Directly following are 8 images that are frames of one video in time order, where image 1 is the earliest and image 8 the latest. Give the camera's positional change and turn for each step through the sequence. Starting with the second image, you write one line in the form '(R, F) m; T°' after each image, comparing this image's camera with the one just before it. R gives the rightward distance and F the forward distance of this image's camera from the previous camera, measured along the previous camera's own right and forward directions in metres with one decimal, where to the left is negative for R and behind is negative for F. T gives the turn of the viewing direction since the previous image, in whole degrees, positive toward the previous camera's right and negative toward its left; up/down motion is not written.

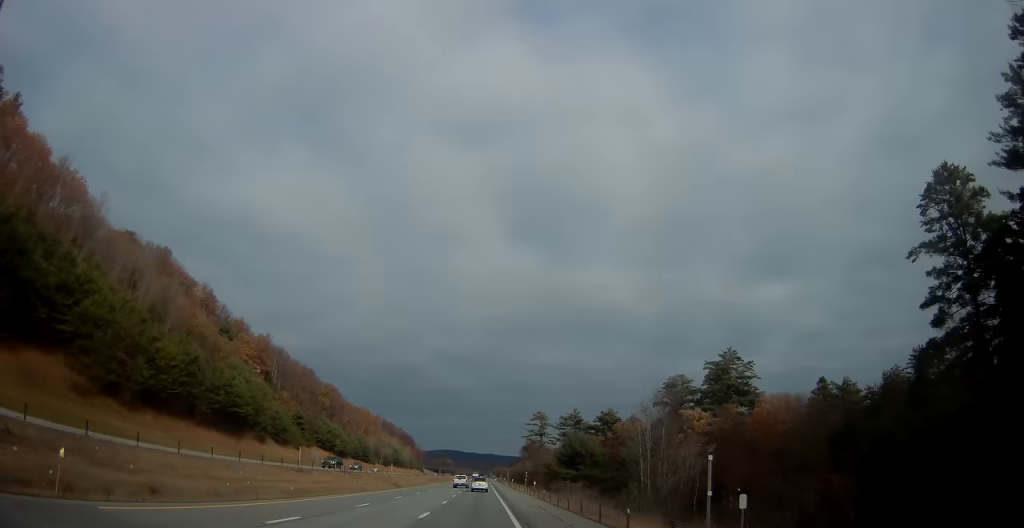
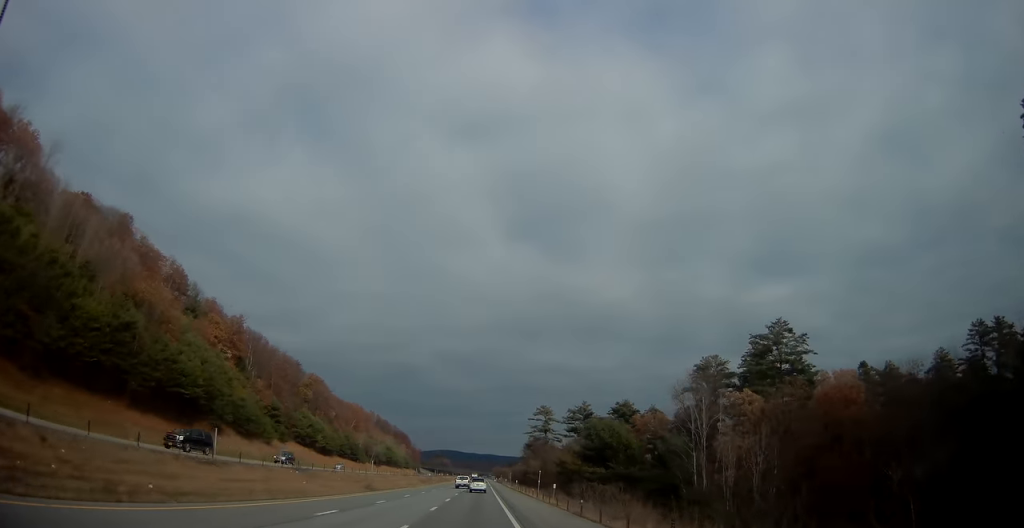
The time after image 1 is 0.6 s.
(0.0, +19.2) m; 0°
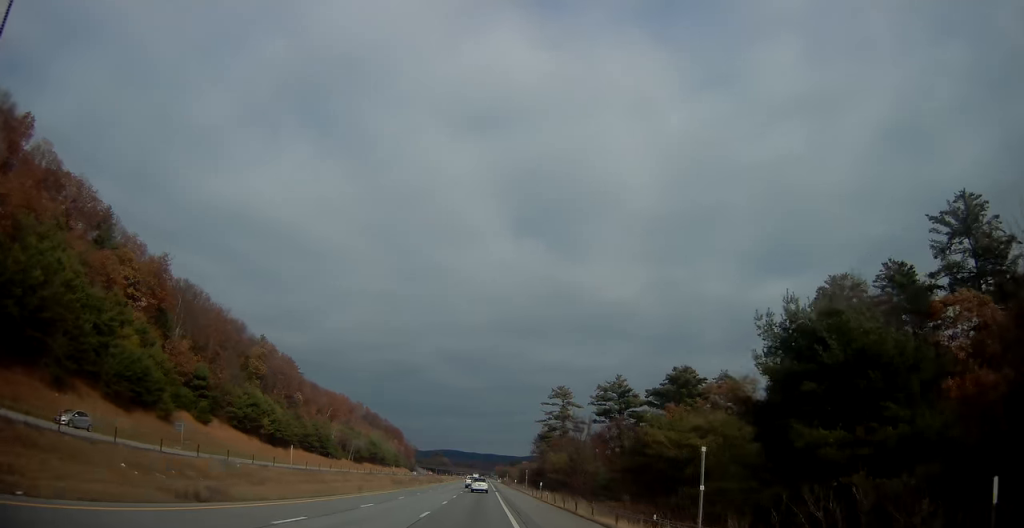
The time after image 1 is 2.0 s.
(0.0, +41.4) m; 0°
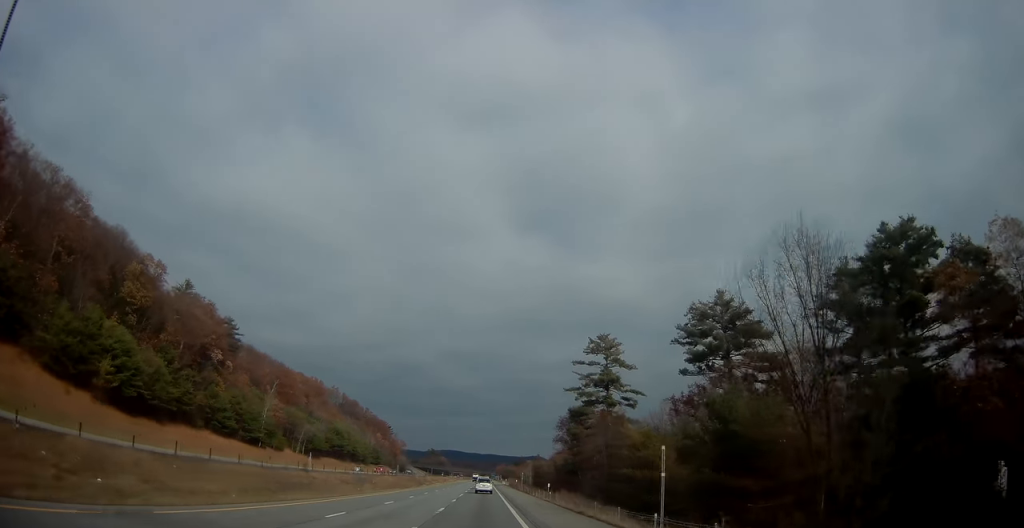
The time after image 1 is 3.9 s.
(0.0, +56.6) m; 0°
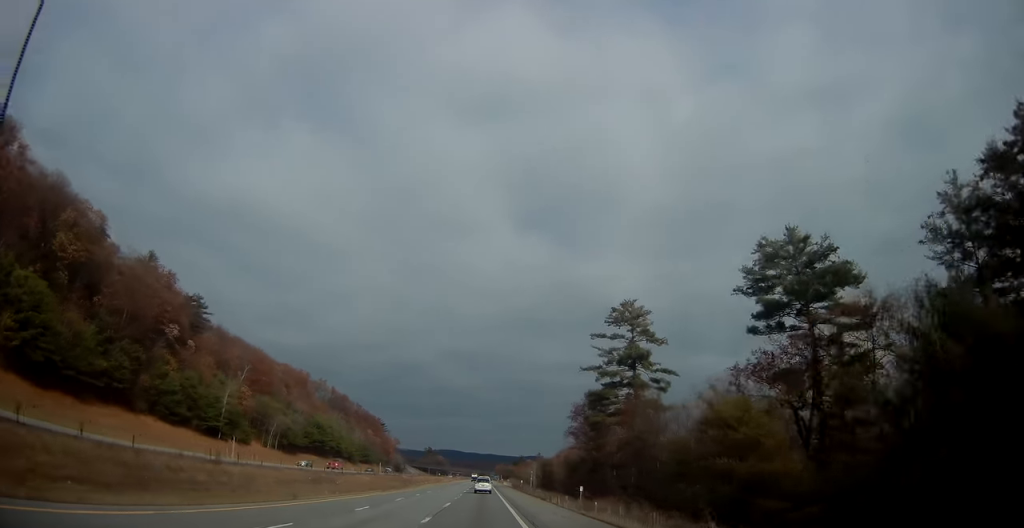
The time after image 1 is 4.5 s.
(0.0, +19.2) m; 0°
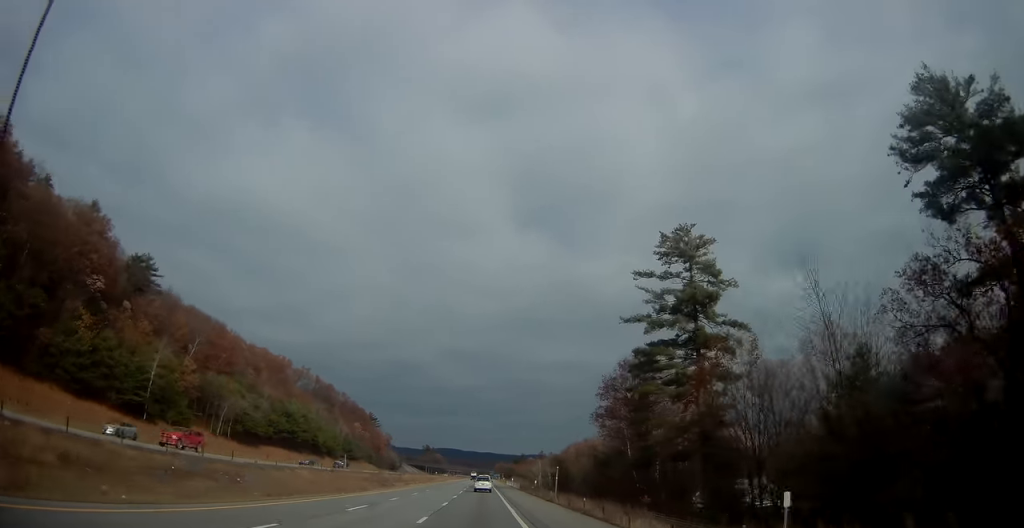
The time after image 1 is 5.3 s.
(0.0, +25.2) m; 0°
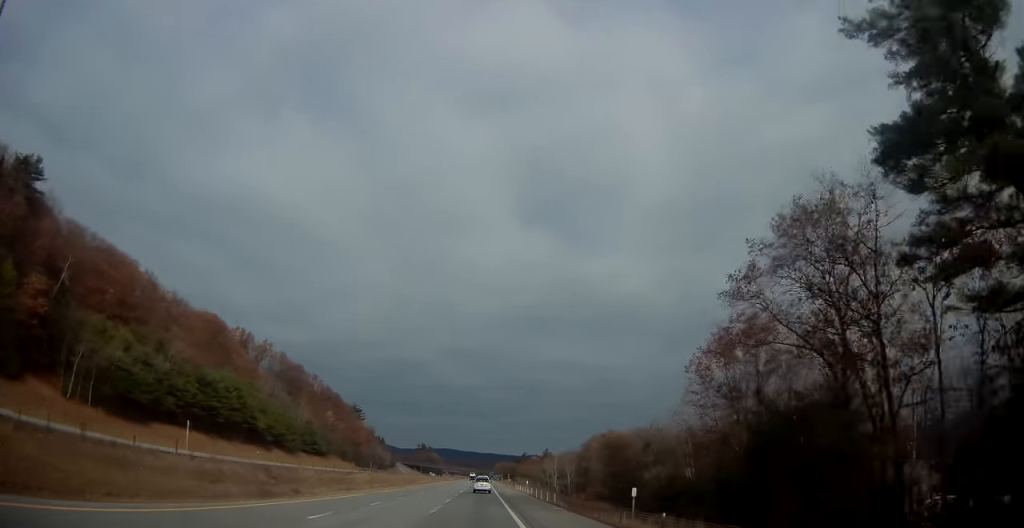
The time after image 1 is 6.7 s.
(0.0, +42.4) m; 0°
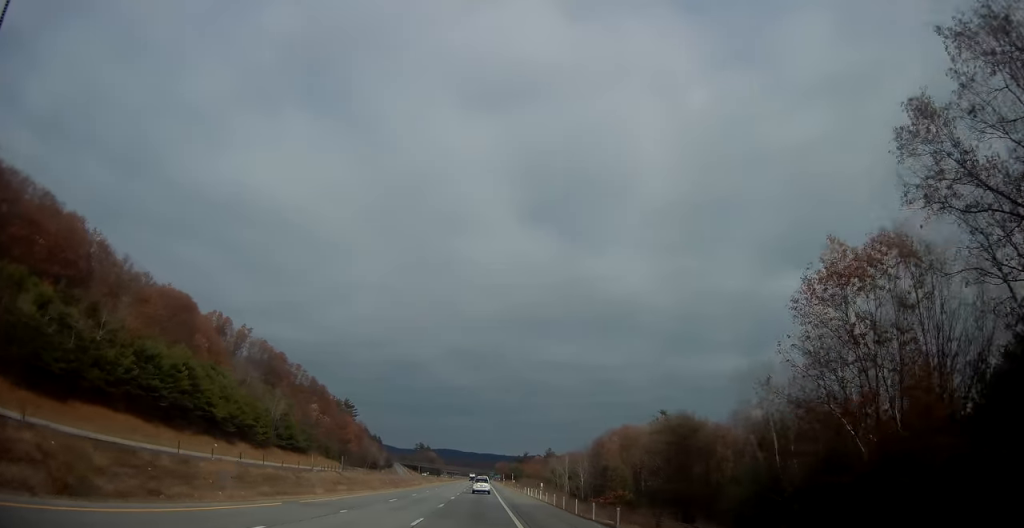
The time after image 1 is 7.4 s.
(0.0, +19.2) m; 0°
